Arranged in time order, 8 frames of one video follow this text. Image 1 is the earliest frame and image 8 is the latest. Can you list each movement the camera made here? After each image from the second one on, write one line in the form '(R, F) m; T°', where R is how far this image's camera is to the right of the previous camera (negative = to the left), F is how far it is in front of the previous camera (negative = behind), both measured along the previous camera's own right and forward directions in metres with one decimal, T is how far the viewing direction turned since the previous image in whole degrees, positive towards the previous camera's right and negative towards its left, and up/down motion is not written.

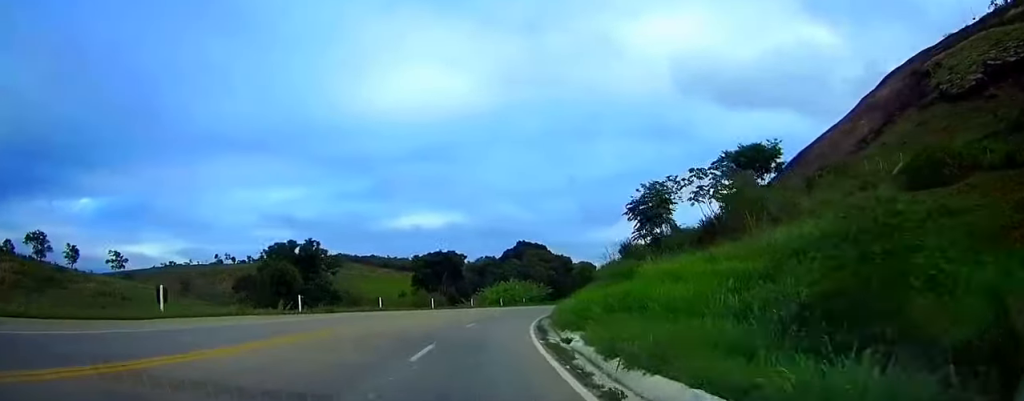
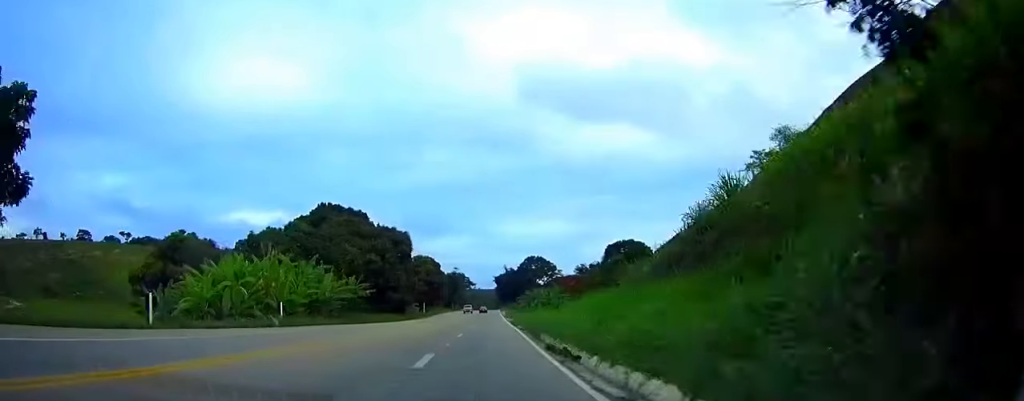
(+12.2, +79.9) m; +14°
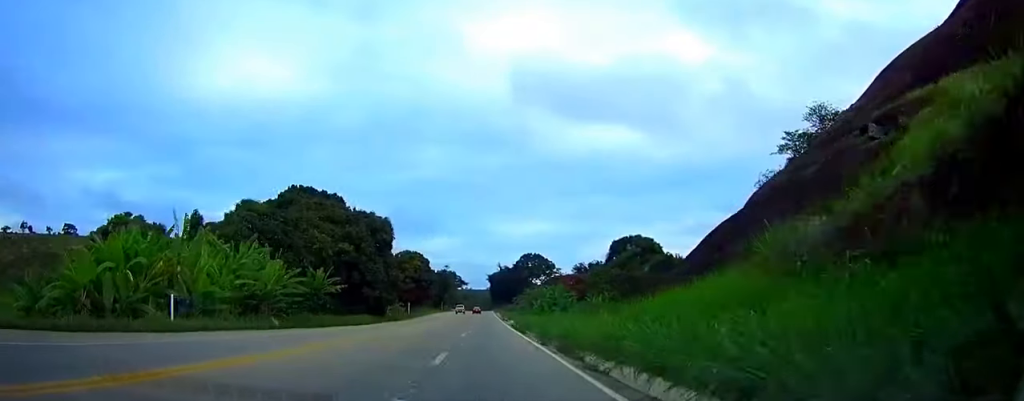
(+0.2, +15.0) m; +1°
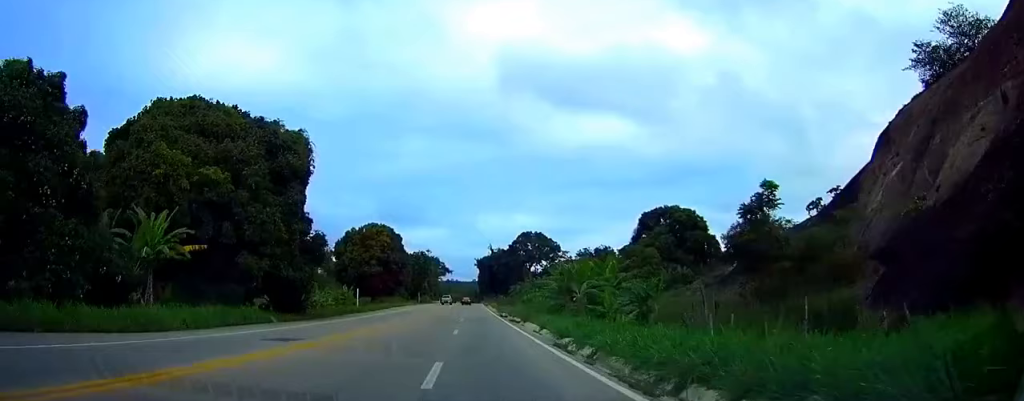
(+0.5, +37.8) m; +1°
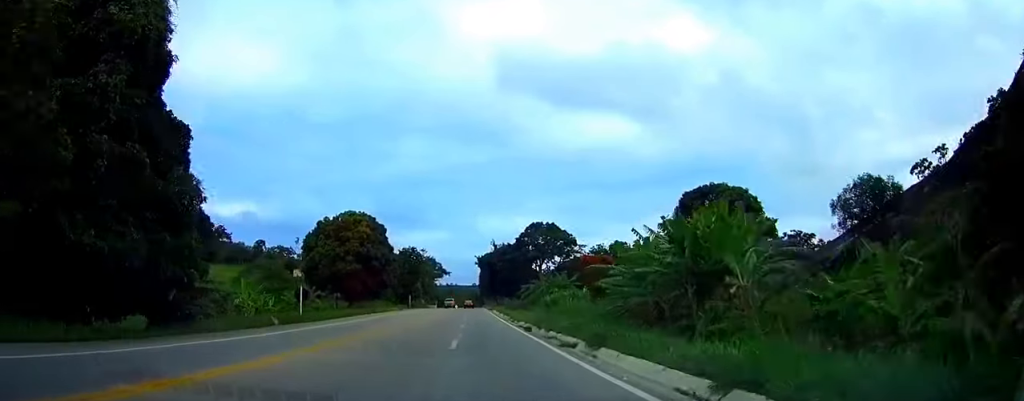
(+0.1, +23.7) m; 0°
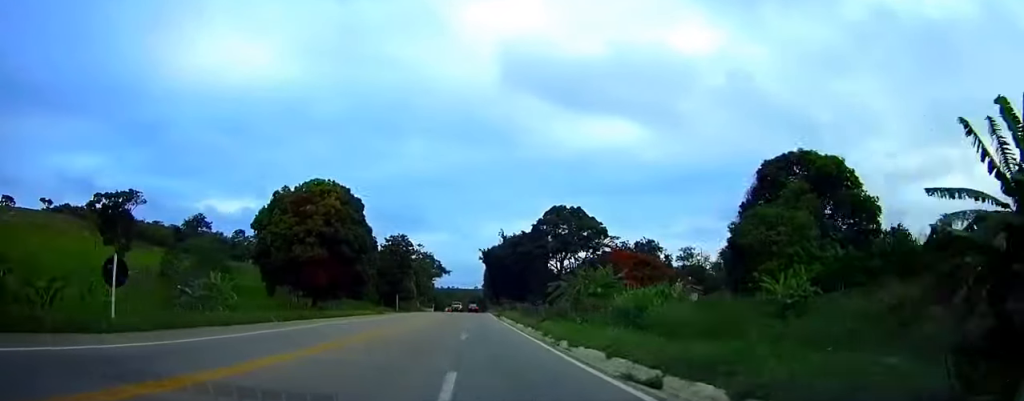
(-0.2, +25.9) m; 0°
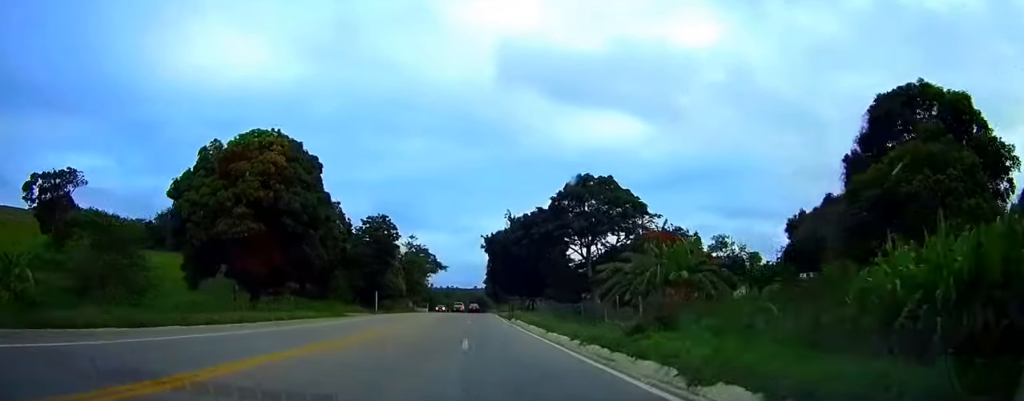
(+0.1, +22.9) m; 0°
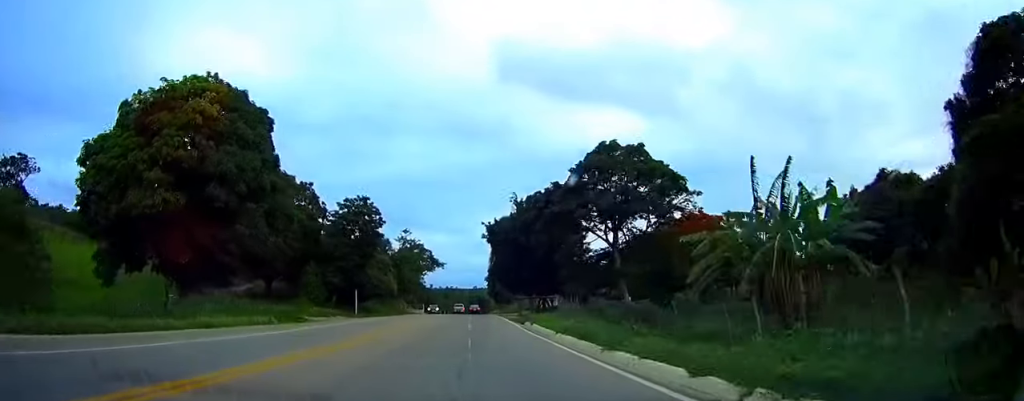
(0.0, +14.6) m; 0°
